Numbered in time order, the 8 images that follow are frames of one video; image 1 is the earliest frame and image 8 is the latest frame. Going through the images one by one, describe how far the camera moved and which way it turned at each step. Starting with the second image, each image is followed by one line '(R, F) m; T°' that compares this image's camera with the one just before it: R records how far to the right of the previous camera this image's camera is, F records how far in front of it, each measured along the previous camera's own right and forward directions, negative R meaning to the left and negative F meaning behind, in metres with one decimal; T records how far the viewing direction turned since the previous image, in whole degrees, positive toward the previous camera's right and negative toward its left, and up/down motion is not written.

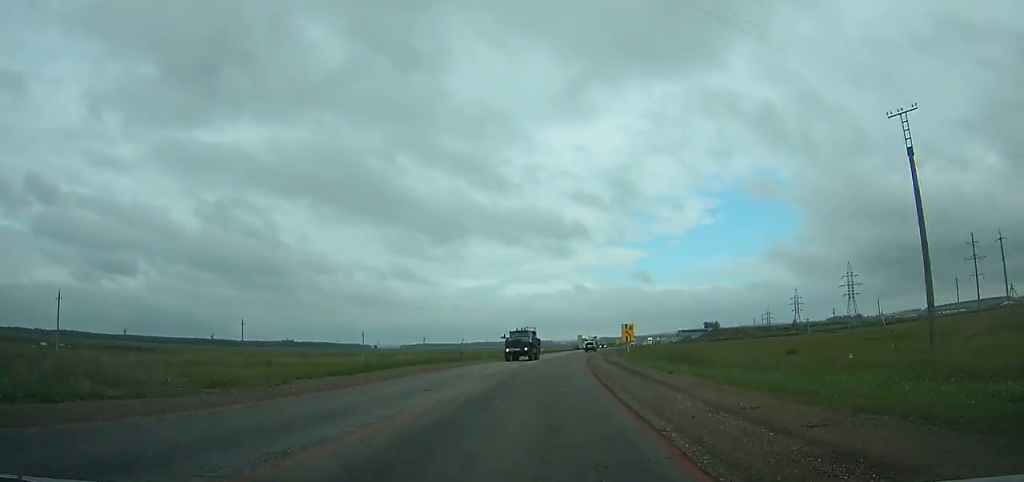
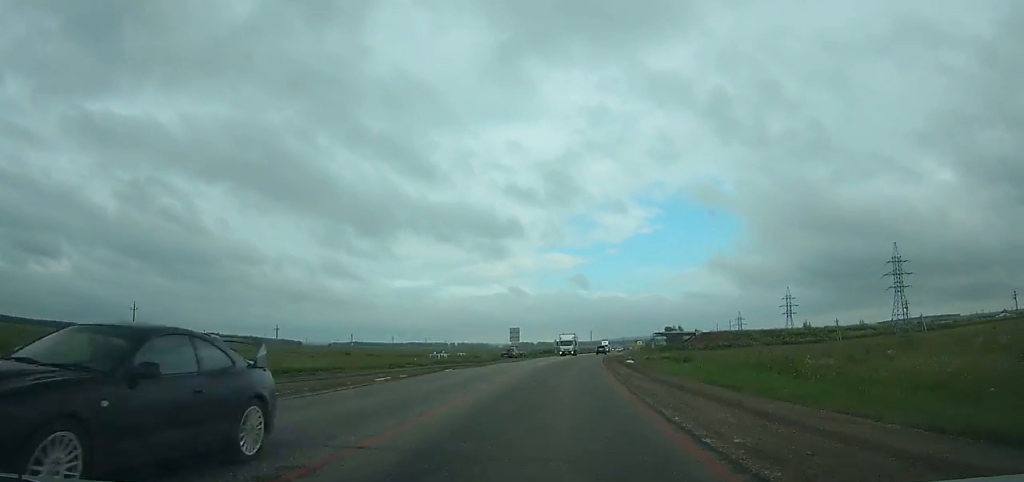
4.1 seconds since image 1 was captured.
(+3.5, +82.4) m; +6°
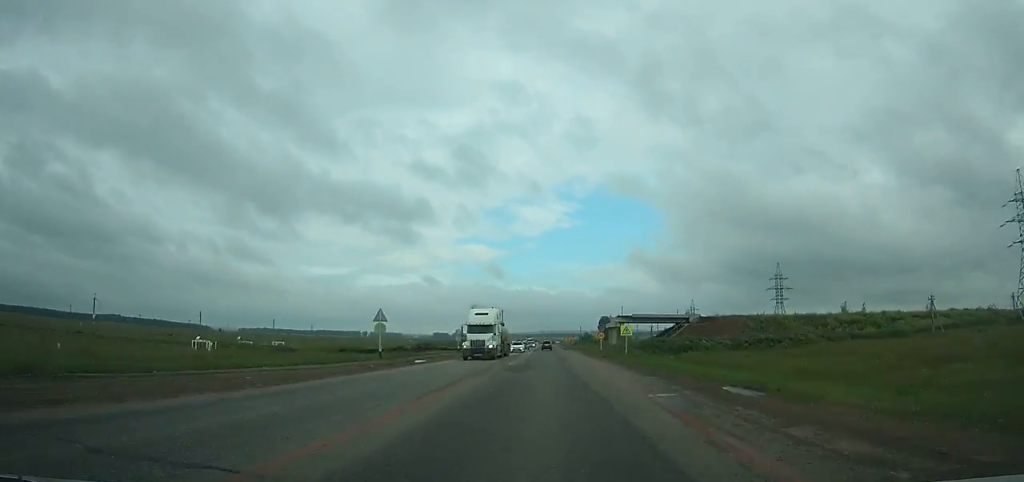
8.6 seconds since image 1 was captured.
(+6.5, +90.7) m; +6°
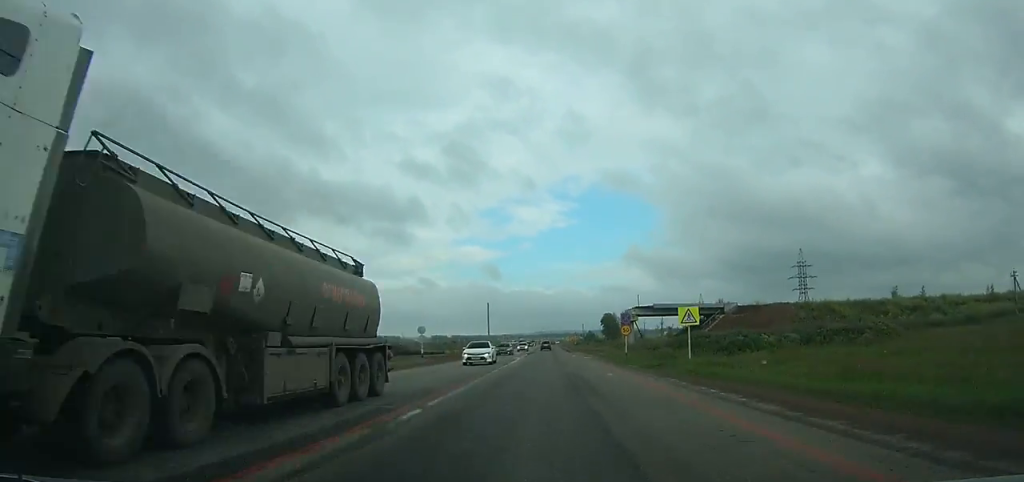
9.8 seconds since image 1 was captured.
(+0.4, +24.2) m; +1°
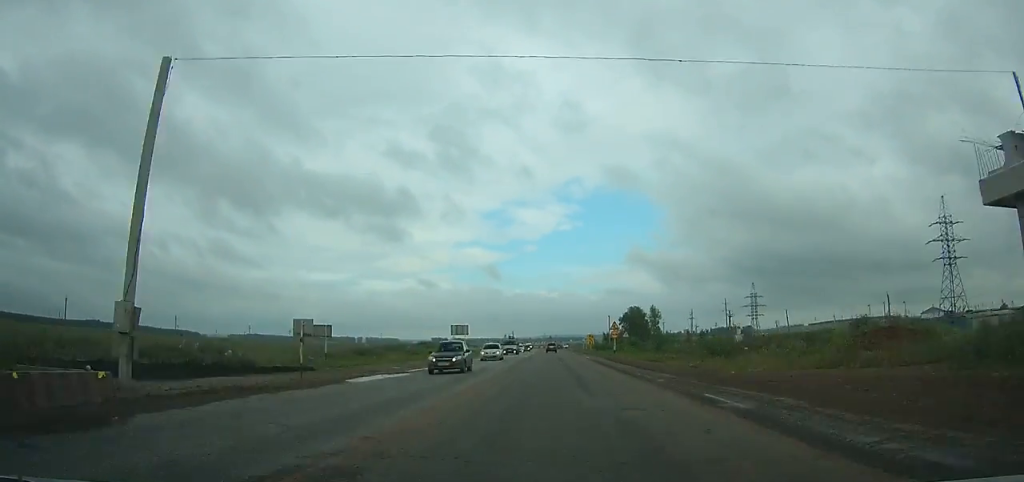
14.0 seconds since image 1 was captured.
(+0.6, +83.5) m; 0°
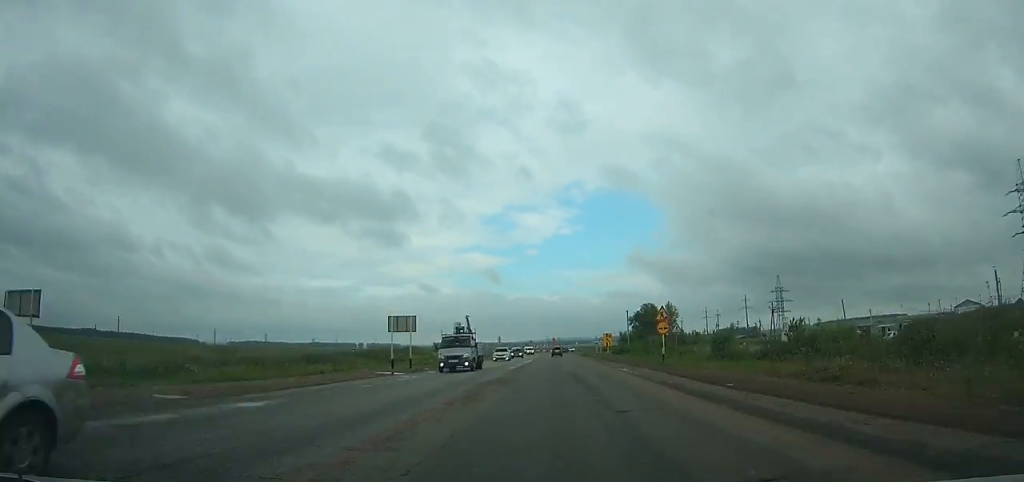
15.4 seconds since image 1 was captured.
(-0.2, +27.2) m; 0°
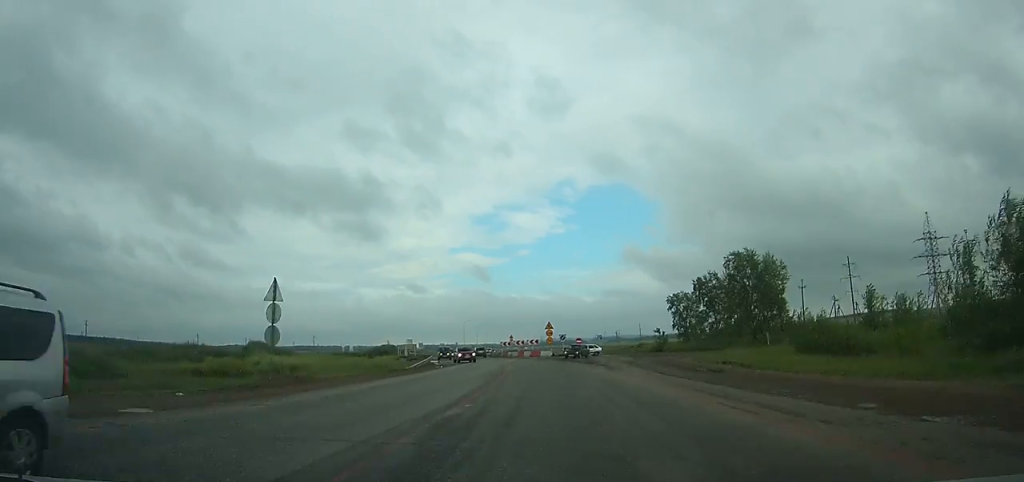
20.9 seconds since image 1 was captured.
(-0.2, +103.1) m; -2°
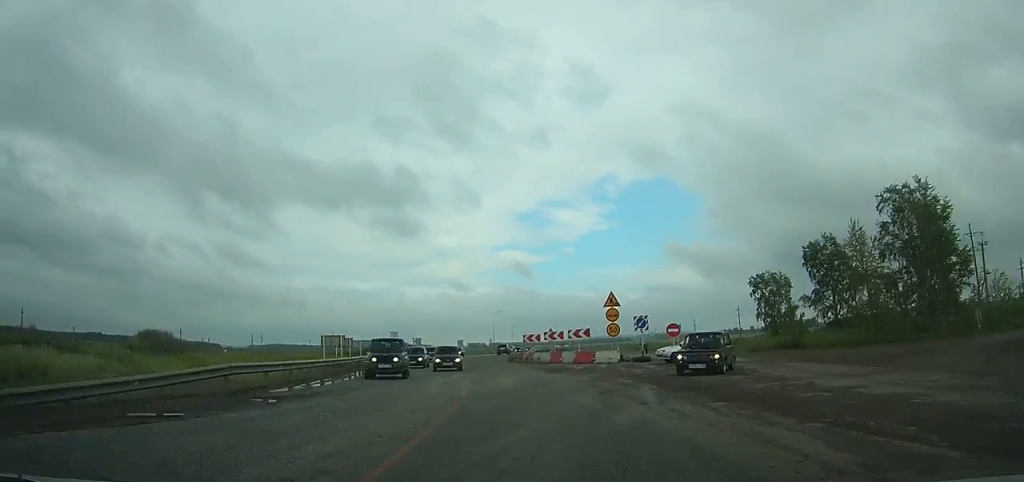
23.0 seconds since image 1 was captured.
(-0.3, +37.7) m; -2°
